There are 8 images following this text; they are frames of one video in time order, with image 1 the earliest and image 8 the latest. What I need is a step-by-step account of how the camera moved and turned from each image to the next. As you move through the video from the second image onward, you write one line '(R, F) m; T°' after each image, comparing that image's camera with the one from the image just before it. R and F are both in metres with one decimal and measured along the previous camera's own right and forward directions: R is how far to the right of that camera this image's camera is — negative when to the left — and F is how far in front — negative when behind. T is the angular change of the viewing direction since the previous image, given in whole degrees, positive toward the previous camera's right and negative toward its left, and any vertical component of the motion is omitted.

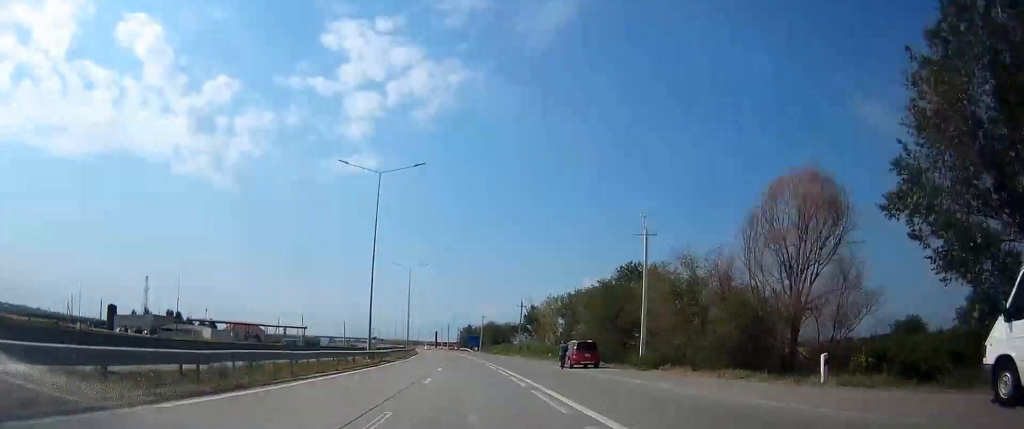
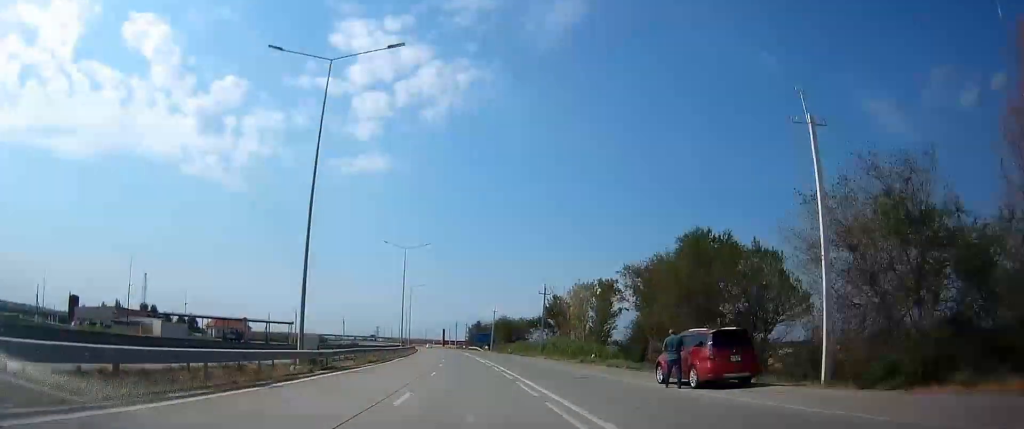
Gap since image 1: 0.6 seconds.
(-0.1, +19.8) m; -1°
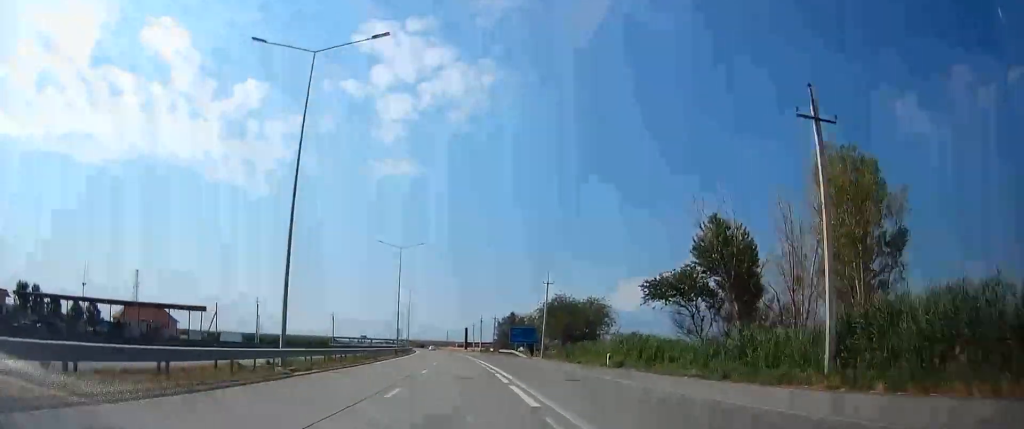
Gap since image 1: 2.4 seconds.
(-1.5, +58.1) m; -3°
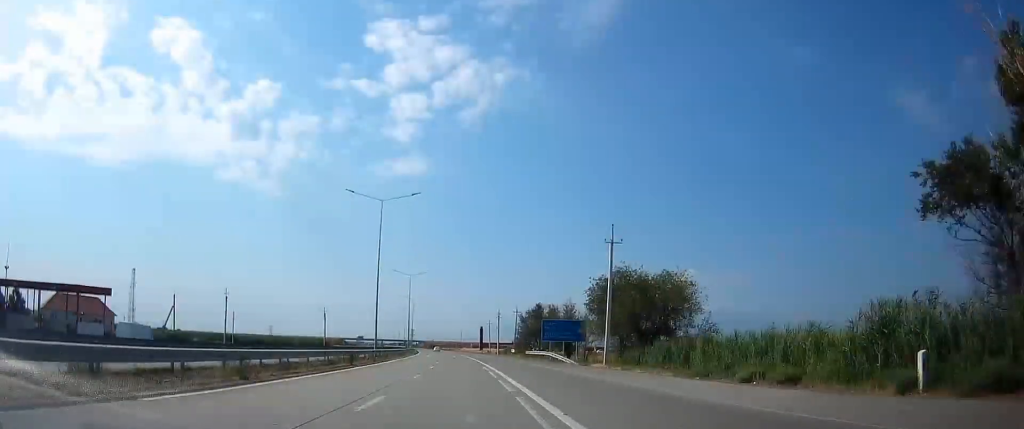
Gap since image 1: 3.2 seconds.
(-0.2, +27.3) m; -1°
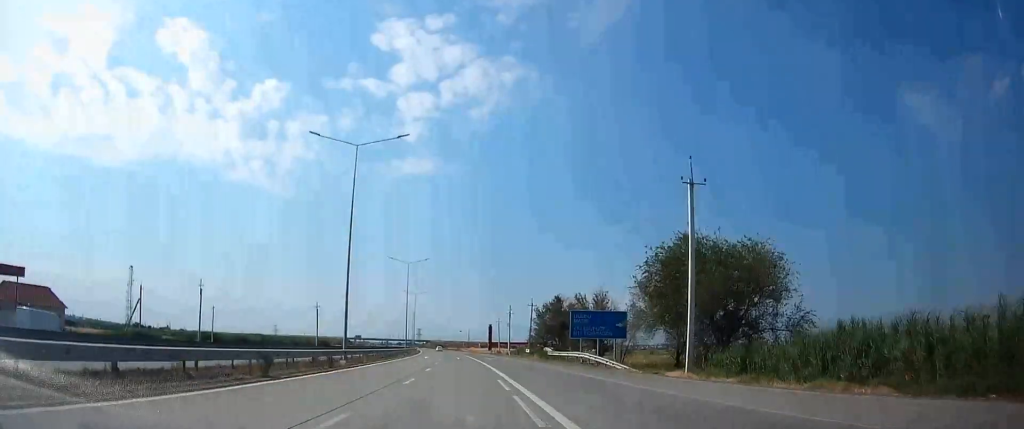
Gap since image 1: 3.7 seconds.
(-0.2, +15.3) m; -1°
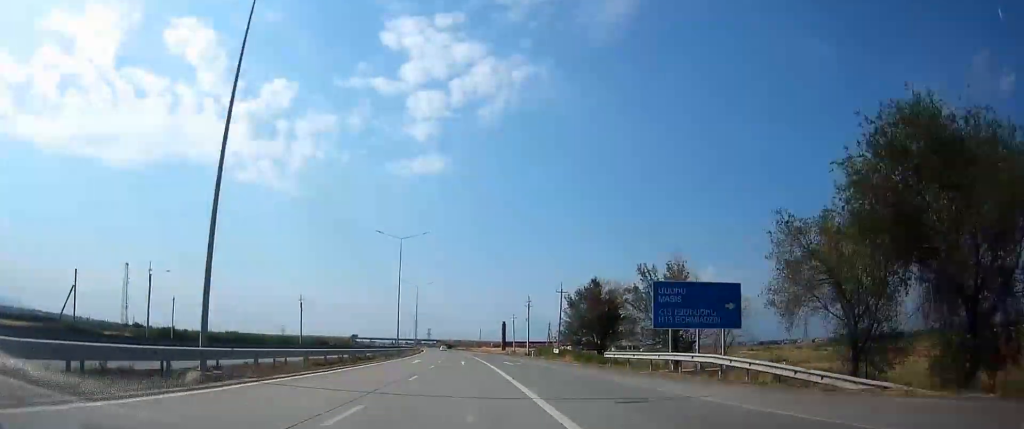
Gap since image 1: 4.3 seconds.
(-0.1, +21.8) m; -1°
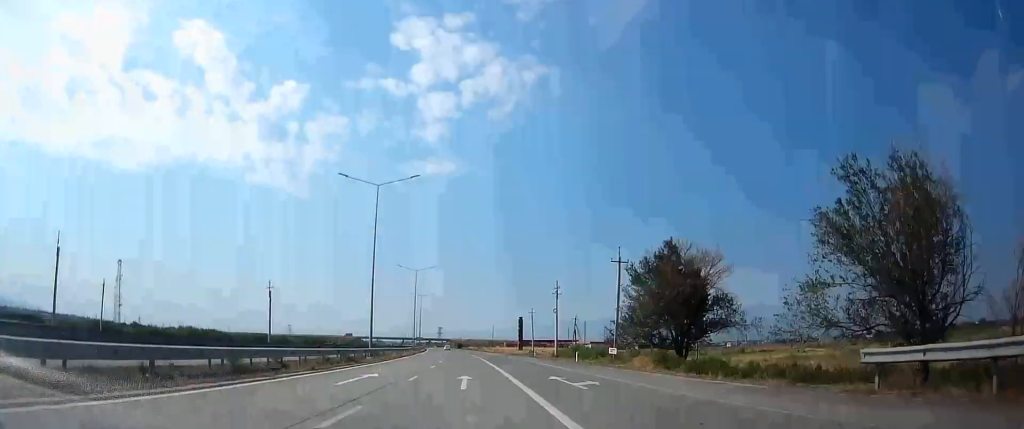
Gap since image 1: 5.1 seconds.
(-0.3, +24.9) m; -1°
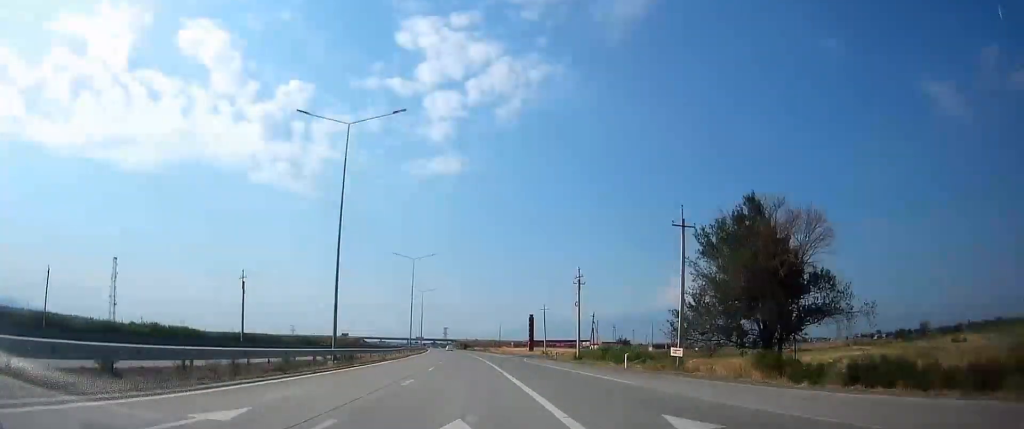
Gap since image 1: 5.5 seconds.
(0.0, +14.1) m; -1°
